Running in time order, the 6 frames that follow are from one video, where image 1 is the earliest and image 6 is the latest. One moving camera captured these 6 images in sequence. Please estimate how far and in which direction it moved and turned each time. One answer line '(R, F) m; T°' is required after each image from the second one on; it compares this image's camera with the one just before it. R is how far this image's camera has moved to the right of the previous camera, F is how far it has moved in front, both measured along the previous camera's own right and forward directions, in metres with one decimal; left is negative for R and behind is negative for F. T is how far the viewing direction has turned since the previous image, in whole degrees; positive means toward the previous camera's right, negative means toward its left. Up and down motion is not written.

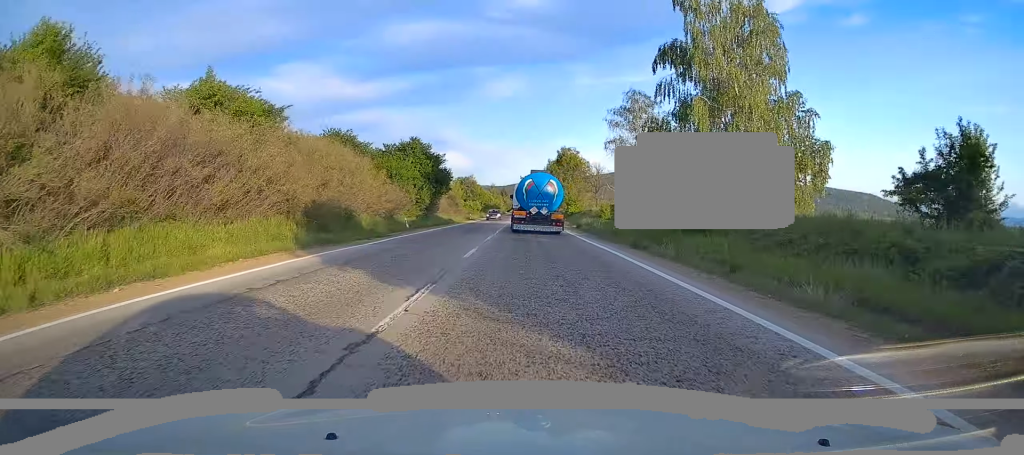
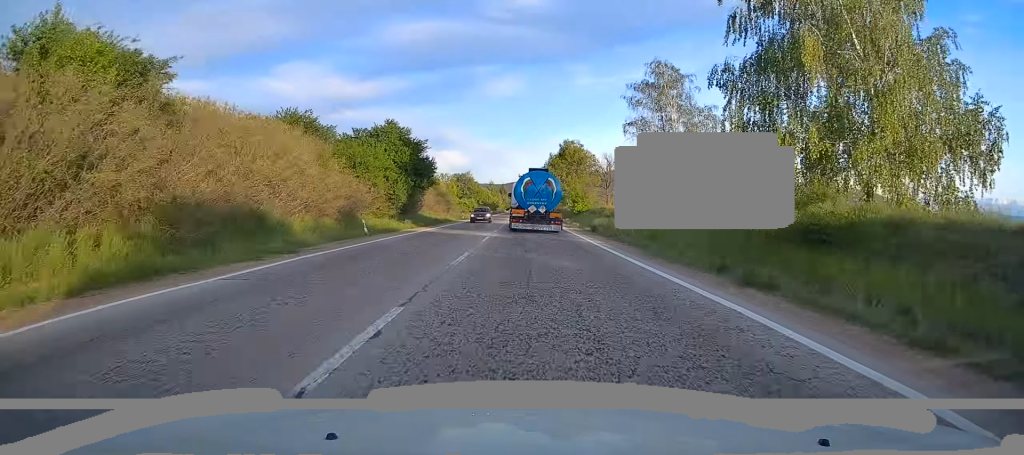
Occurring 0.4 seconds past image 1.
(0.0, +10.7) m; 0°
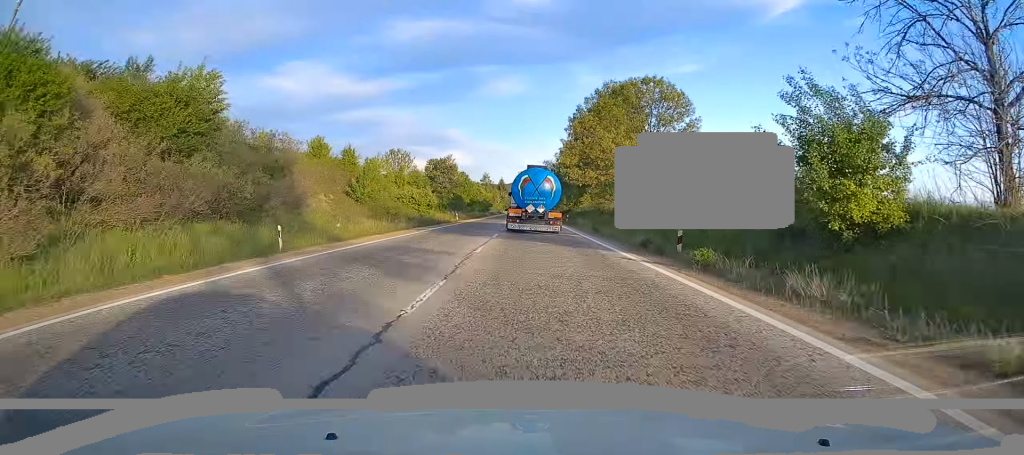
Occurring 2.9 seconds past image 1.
(-0.1, +60.6) m; 0°
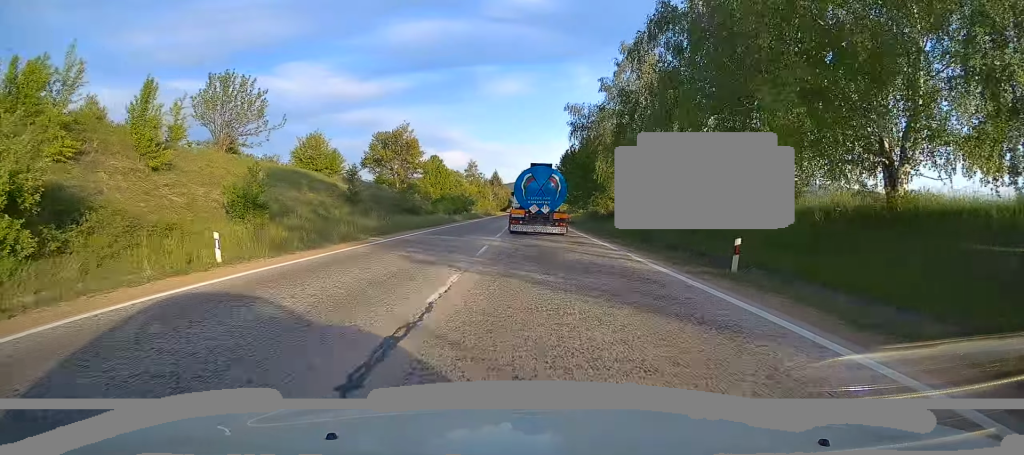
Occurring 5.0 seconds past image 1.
(+0.1, +53.2) m; 0°
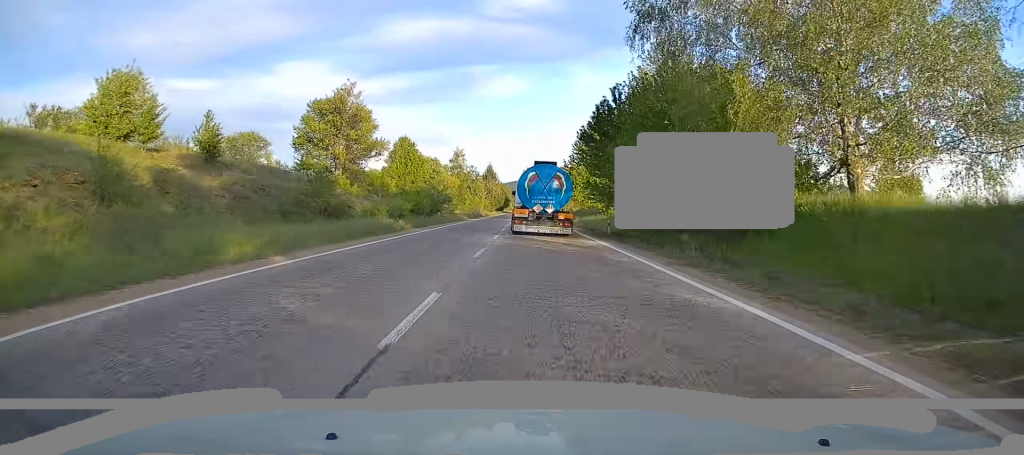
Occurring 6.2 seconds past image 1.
(0.0, +29.2) m; -1°
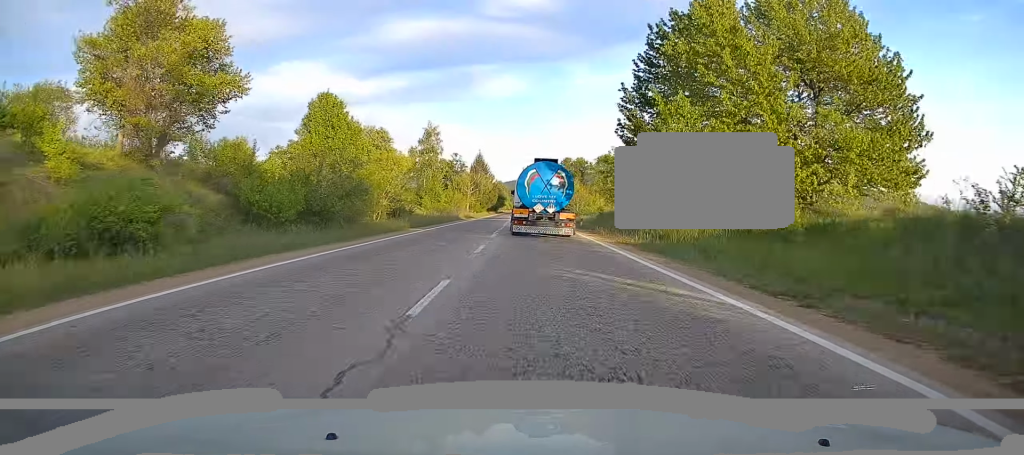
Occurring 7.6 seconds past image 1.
(-0.2, +34.9) m; 0°
